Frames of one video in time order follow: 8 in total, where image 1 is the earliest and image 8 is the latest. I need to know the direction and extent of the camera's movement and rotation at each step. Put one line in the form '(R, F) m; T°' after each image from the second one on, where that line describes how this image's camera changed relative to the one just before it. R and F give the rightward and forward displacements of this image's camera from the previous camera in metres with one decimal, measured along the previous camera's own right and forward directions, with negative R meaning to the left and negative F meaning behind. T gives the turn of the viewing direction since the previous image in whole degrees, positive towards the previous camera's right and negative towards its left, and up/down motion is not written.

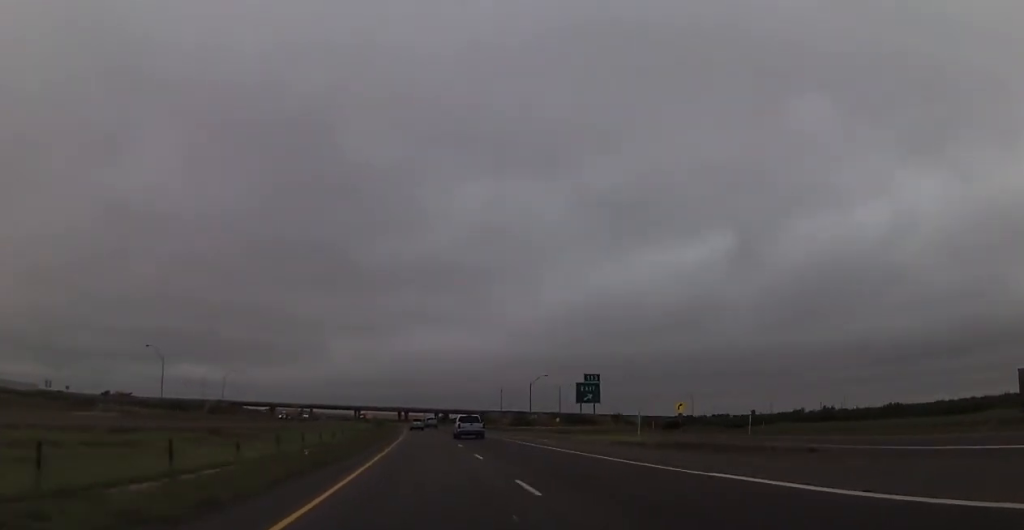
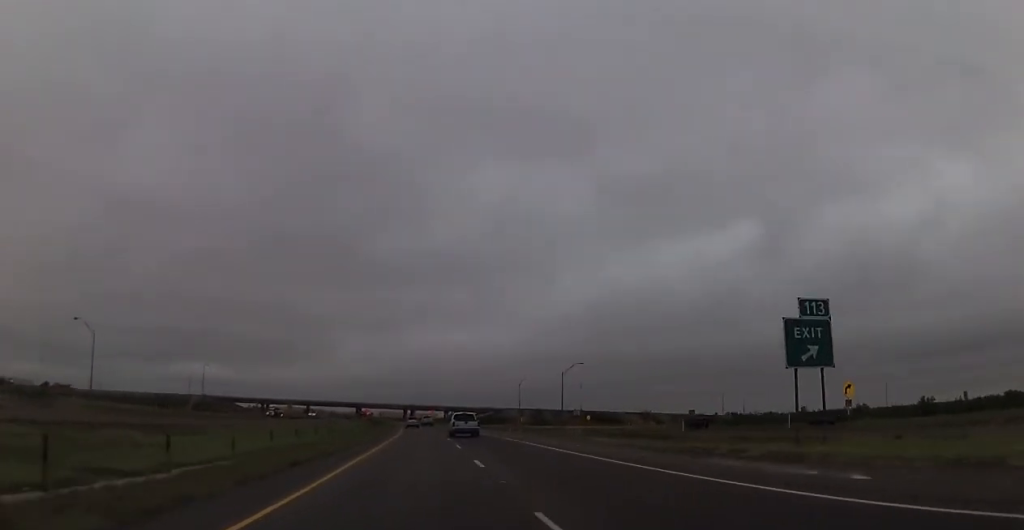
(-0.2, +30.5) m; -1°
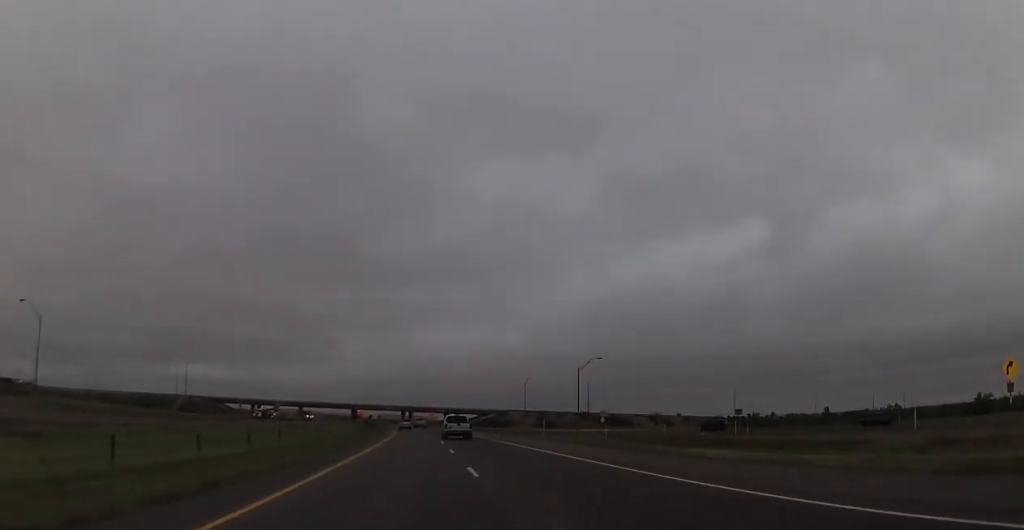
(+0.1, +15.1) m; 0°
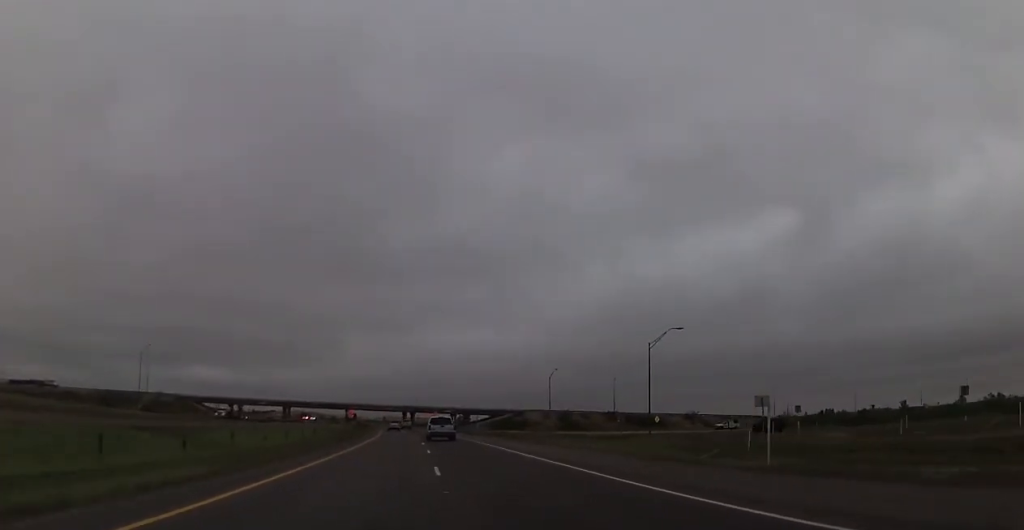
(-0.5, +36.4) m; -1°
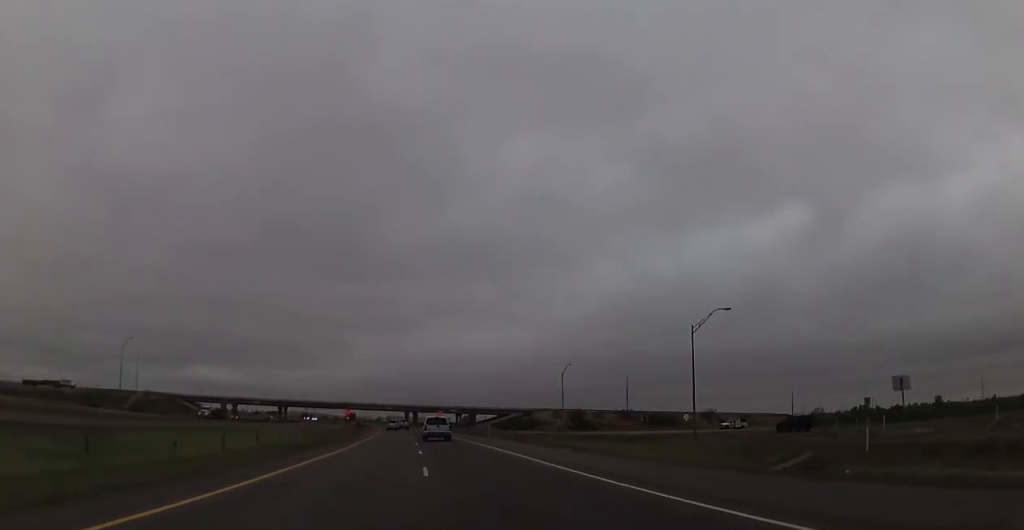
(+0.1, +12.6) m; 0°
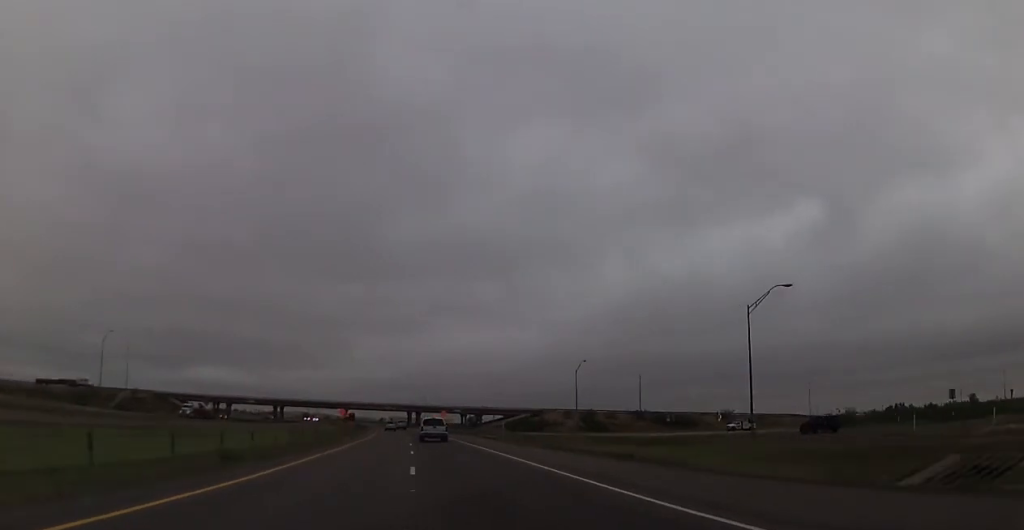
(0.0, +11.5) m; 0°
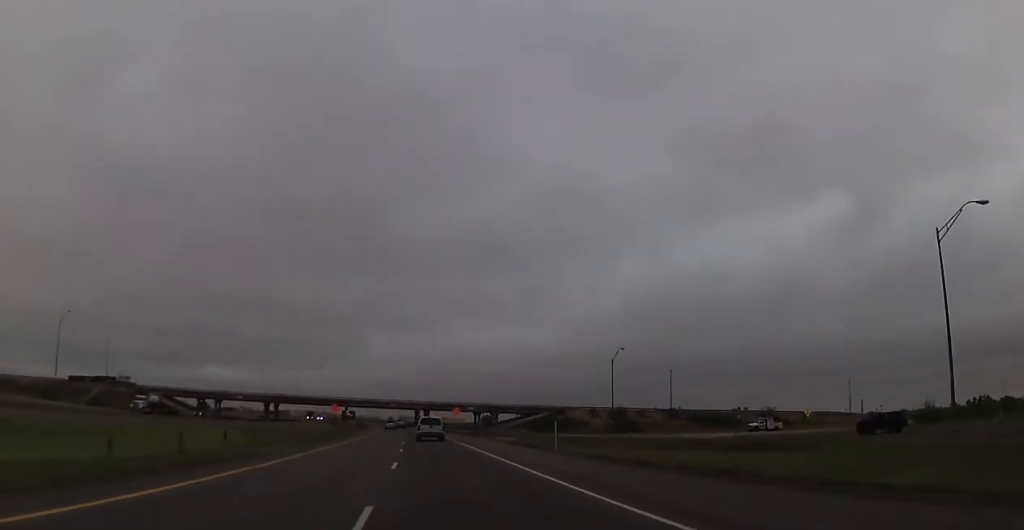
(-0.3, +21.9) m; 0°
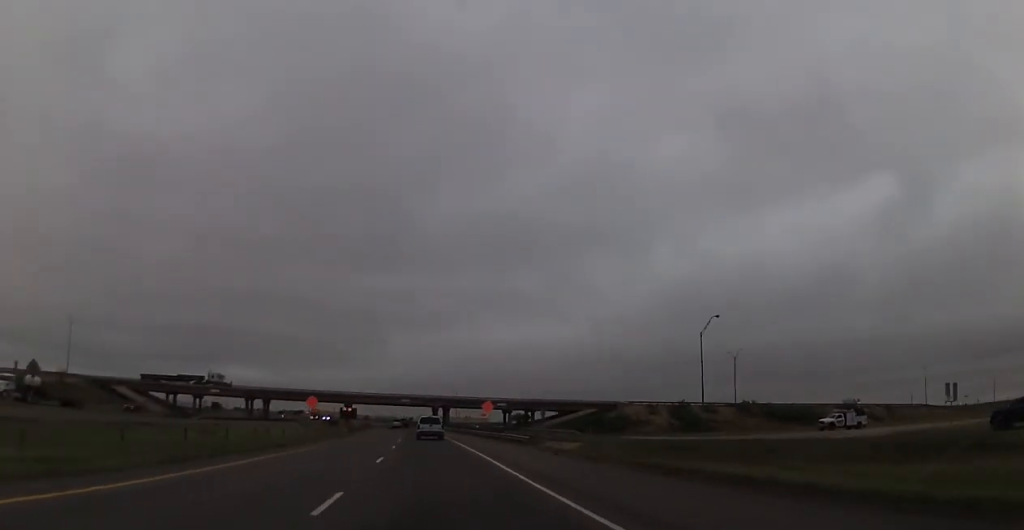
(+0.3, +34.3) m; 0°
